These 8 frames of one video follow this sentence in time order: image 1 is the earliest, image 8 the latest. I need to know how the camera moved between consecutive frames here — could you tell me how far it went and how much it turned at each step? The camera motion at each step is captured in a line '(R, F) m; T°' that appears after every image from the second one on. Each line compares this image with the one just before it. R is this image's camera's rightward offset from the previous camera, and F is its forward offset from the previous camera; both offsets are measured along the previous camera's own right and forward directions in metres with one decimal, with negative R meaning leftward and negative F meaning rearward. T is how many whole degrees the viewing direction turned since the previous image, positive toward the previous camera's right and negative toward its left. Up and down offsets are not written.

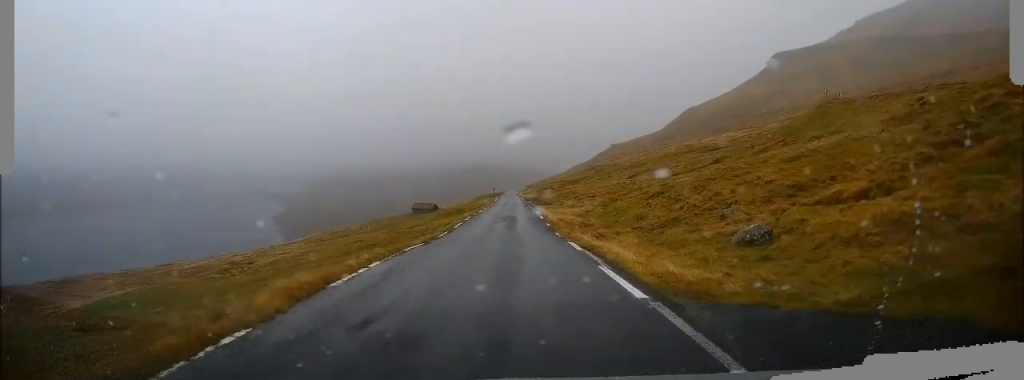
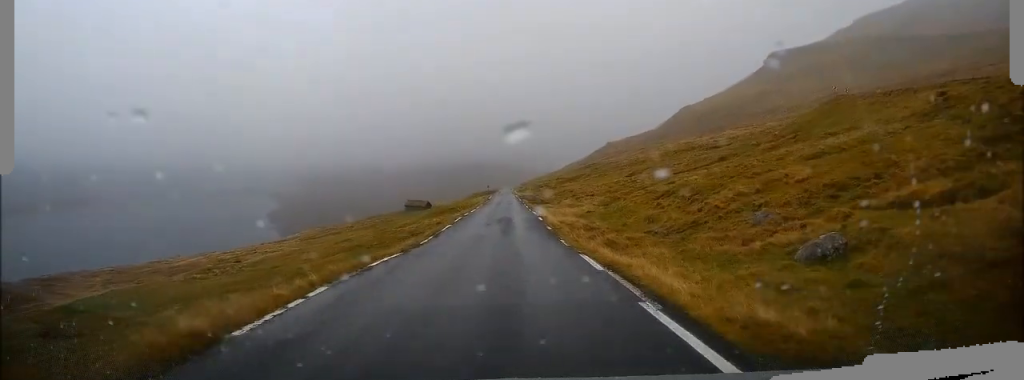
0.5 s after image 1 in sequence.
(-0.1, +3.5) m; -1°
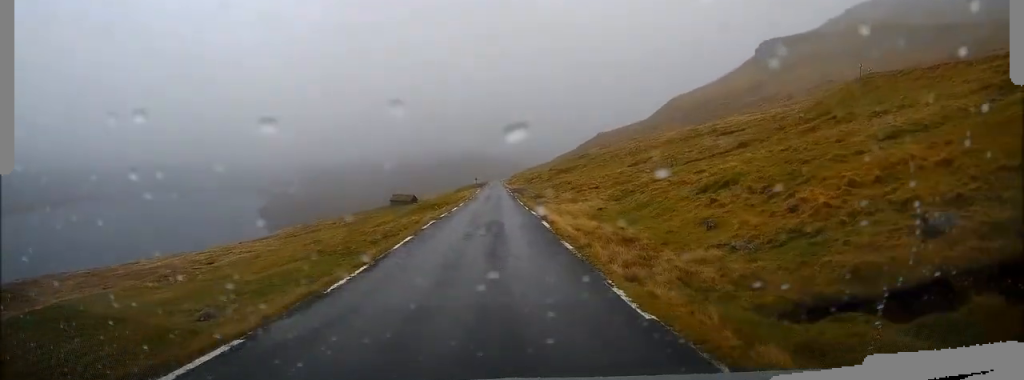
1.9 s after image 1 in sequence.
(0.0, +9.3) m; +3°
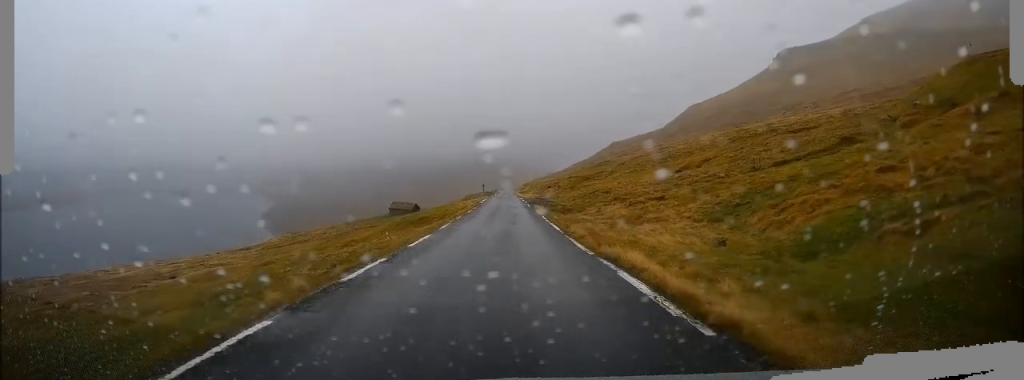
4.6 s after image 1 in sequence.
(0.0, +17.5) m; -1°
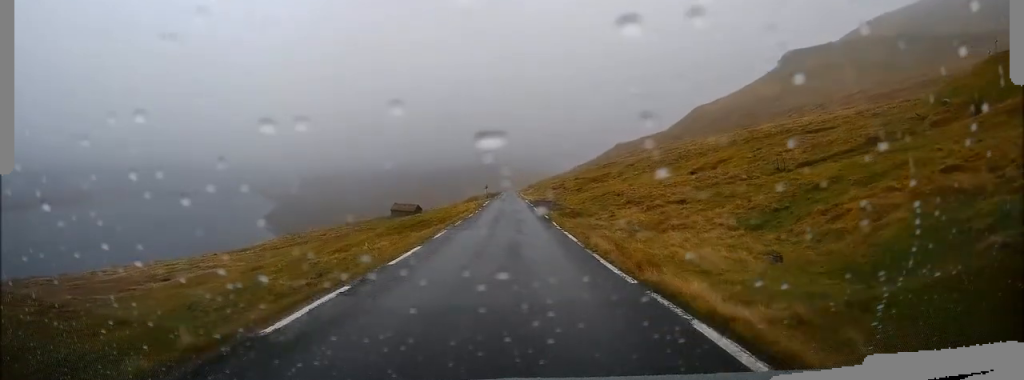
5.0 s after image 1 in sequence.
(0.0, +3.2) m; -1°
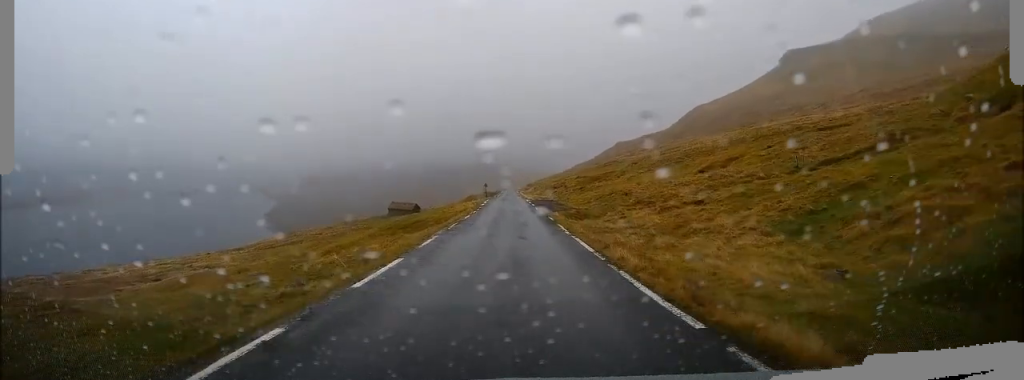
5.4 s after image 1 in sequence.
(0.0, +2.8) m; -1°
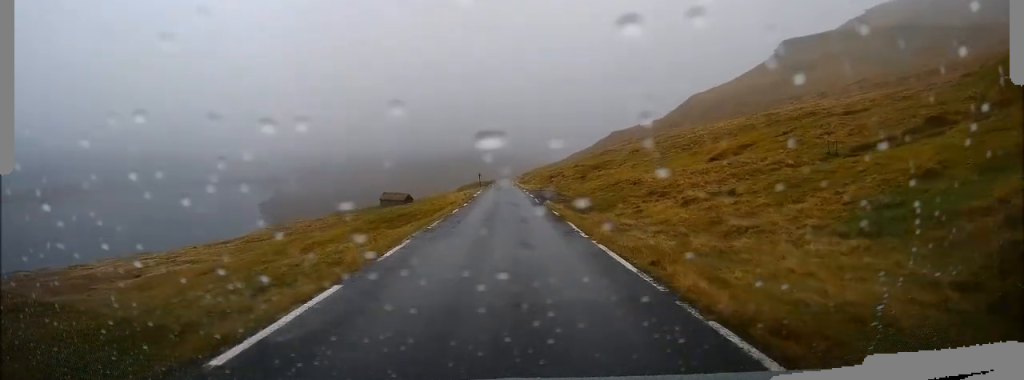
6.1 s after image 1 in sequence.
(-0.1, +4.4) m; 0°
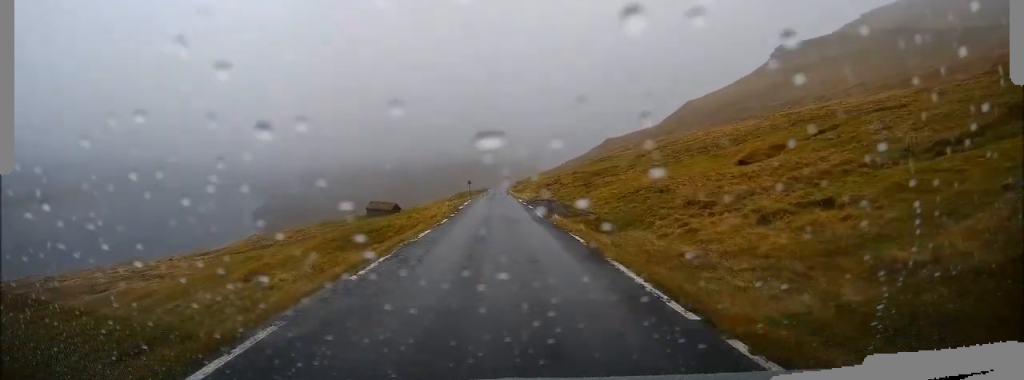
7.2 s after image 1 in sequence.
(+0.1, +7.9) m; +2°
